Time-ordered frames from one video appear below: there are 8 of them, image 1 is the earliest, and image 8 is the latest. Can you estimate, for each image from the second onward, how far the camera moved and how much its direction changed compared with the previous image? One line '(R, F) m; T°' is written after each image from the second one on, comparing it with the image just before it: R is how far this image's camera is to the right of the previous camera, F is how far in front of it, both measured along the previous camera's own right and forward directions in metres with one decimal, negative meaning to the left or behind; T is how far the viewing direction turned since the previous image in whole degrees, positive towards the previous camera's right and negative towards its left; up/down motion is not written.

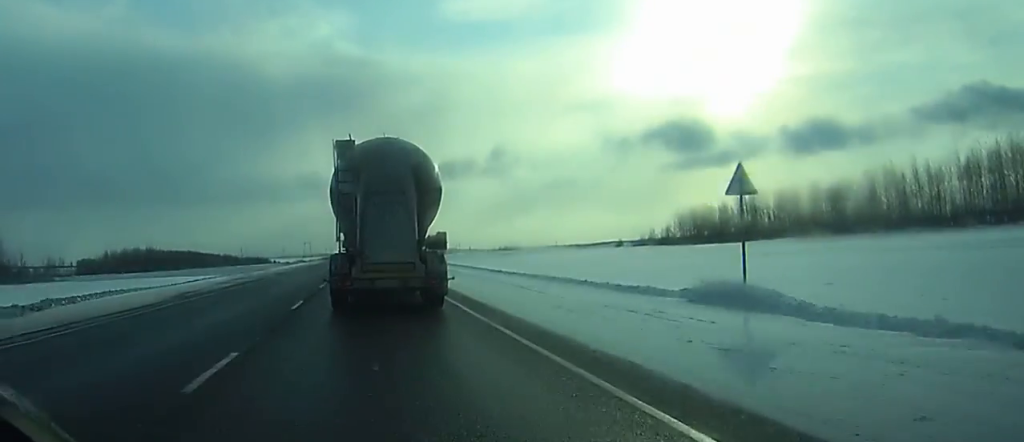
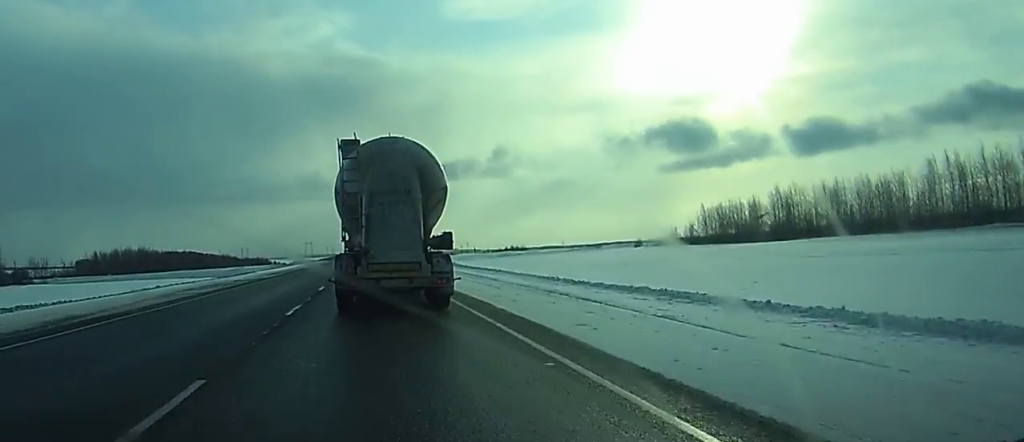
(0.0, +14.2) m; 0°
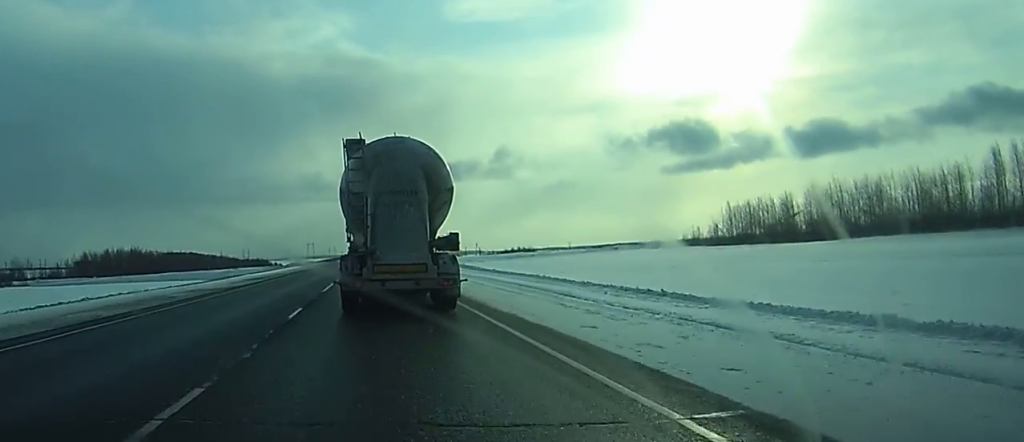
(0.0, +12.7) m; 0°
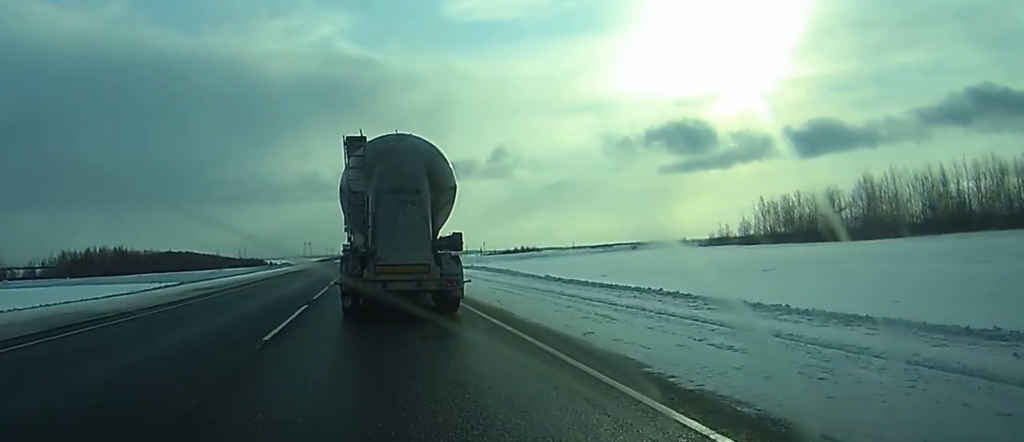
(0.0, +16.7) m; 0°
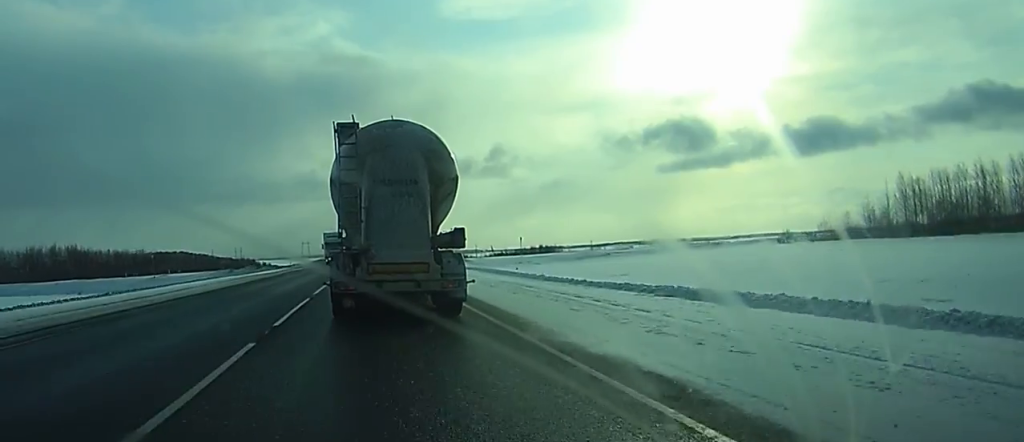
(-0.1, +46.0) m; 0°
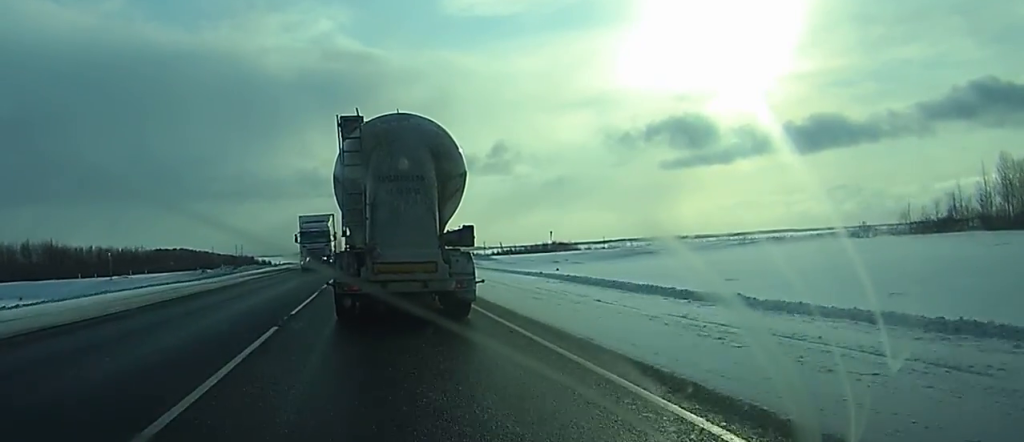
(+0.1, +21.8) m; 0°
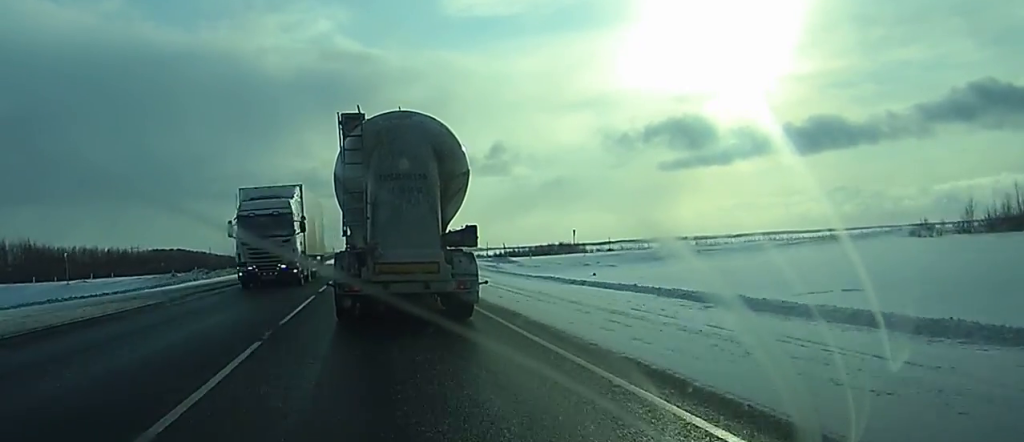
(0.0, +14.6) m; 0°
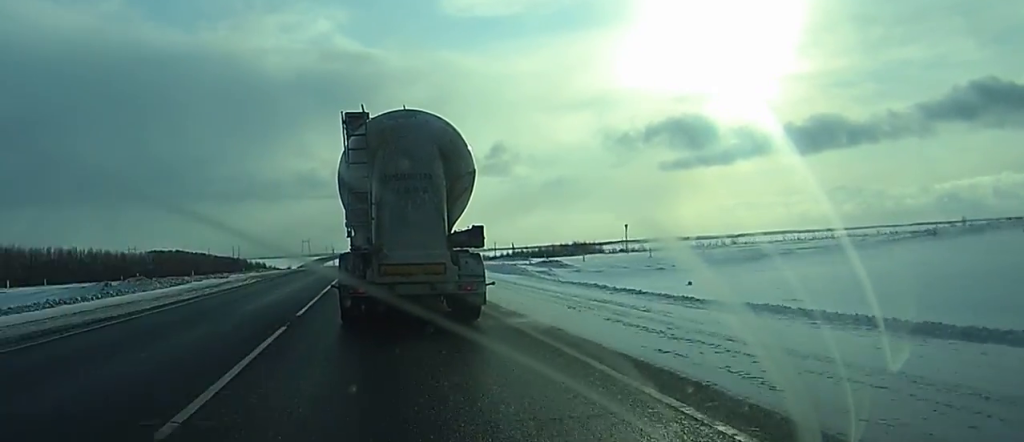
(0.0, +21.9) m; 0°
